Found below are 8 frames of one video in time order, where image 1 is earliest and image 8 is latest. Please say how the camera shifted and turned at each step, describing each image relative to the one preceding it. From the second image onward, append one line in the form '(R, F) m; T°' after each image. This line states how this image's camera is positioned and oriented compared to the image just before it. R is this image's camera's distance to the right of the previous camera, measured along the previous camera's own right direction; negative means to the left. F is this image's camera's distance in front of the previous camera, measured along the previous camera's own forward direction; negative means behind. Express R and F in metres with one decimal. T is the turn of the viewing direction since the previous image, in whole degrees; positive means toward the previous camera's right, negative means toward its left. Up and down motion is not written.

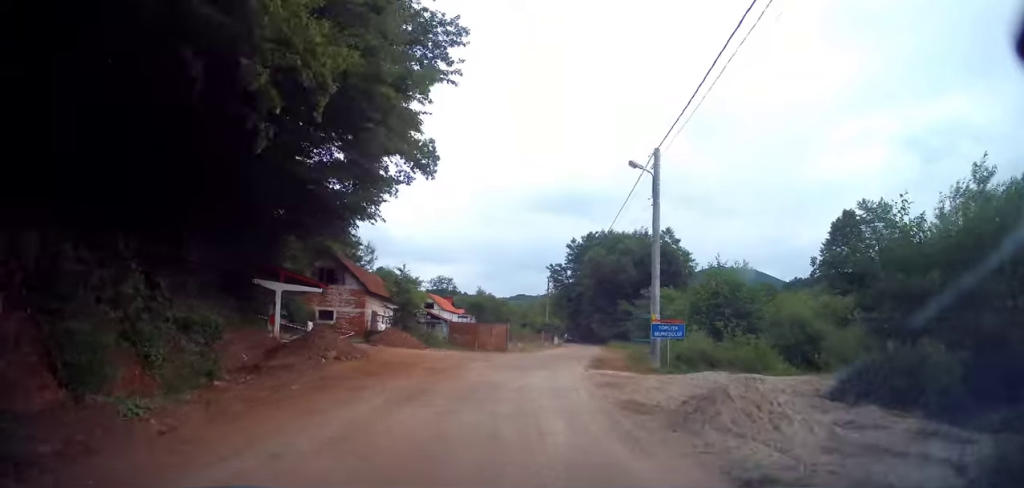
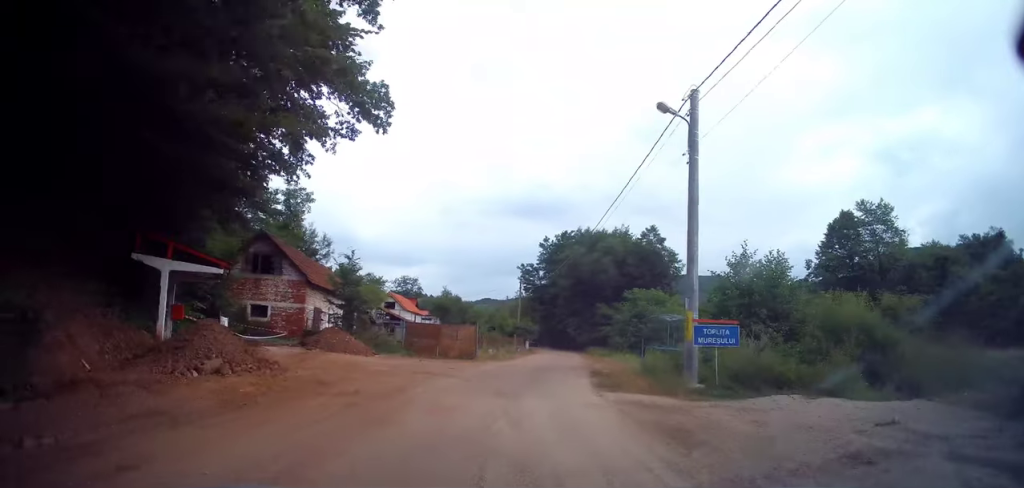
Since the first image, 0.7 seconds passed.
(+0.1, +6.6) m; +2°
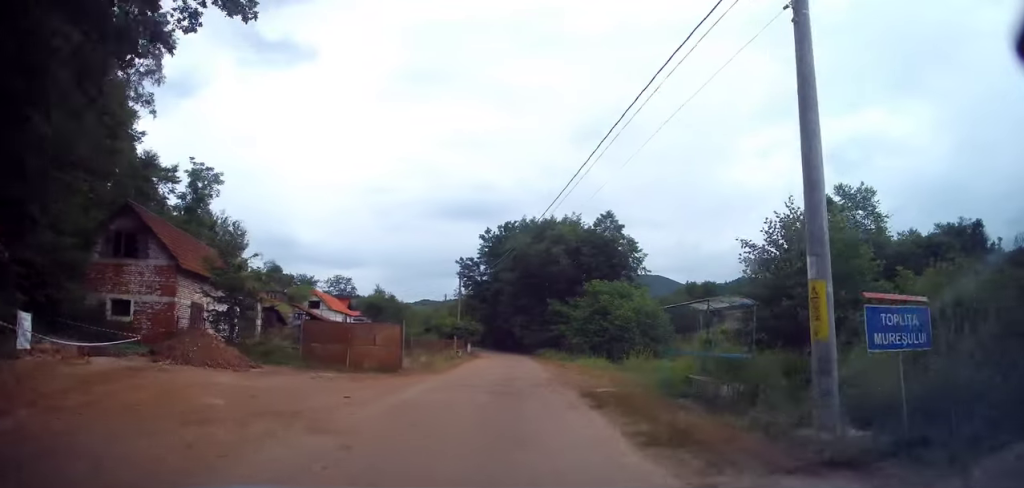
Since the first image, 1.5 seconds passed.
(+0.3, +8.2) m; +5°
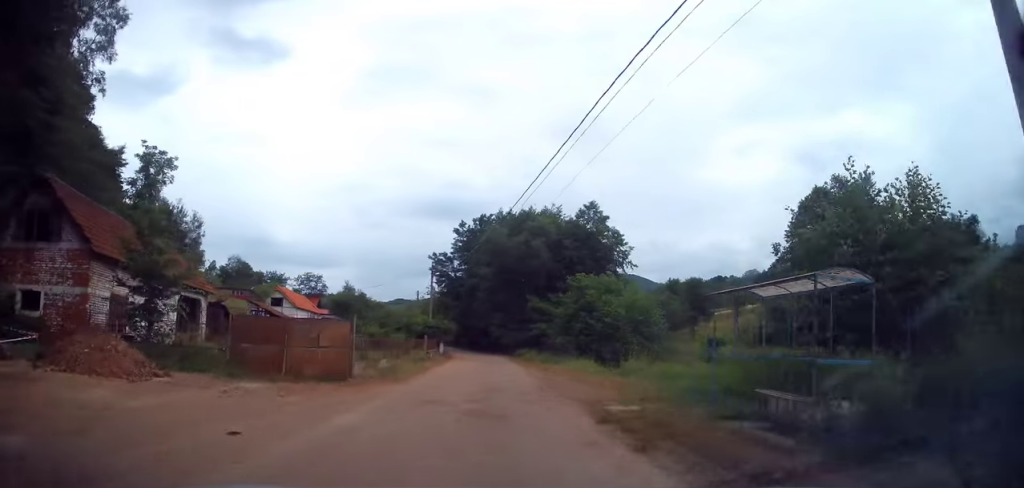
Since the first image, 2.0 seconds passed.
(0.0, +4.3) m; +3°
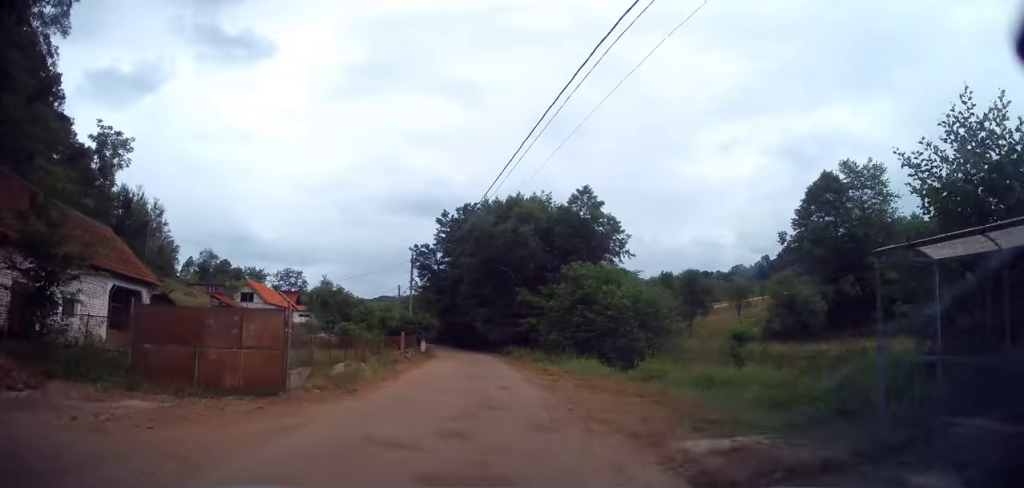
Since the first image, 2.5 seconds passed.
(+0.4, +4.5) m; +1°
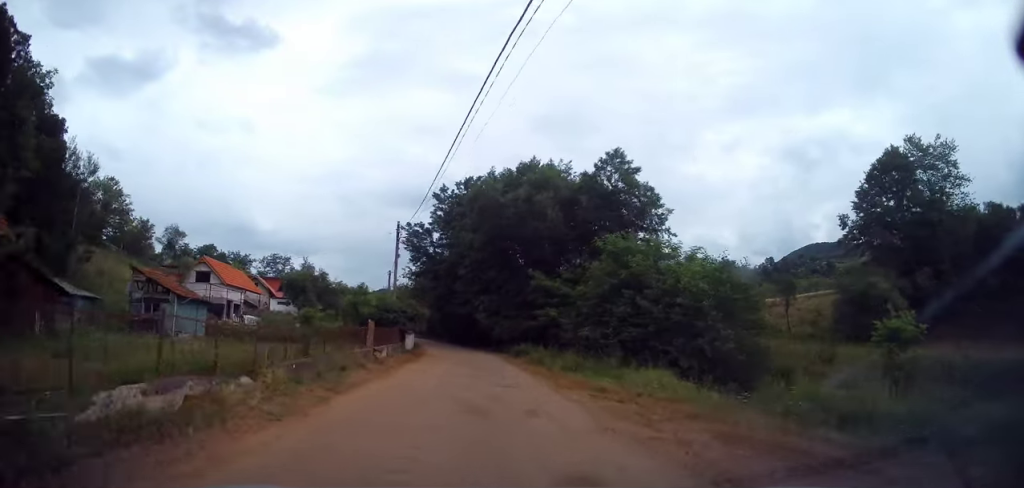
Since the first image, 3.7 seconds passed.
(0.0, +10.4) m; -1°
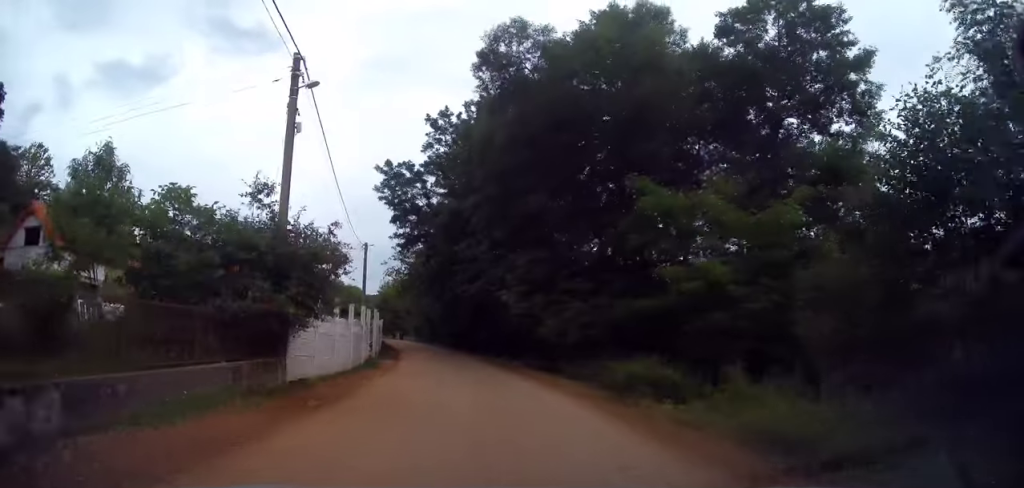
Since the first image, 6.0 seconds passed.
(+0.6, +21.4) m; +2°
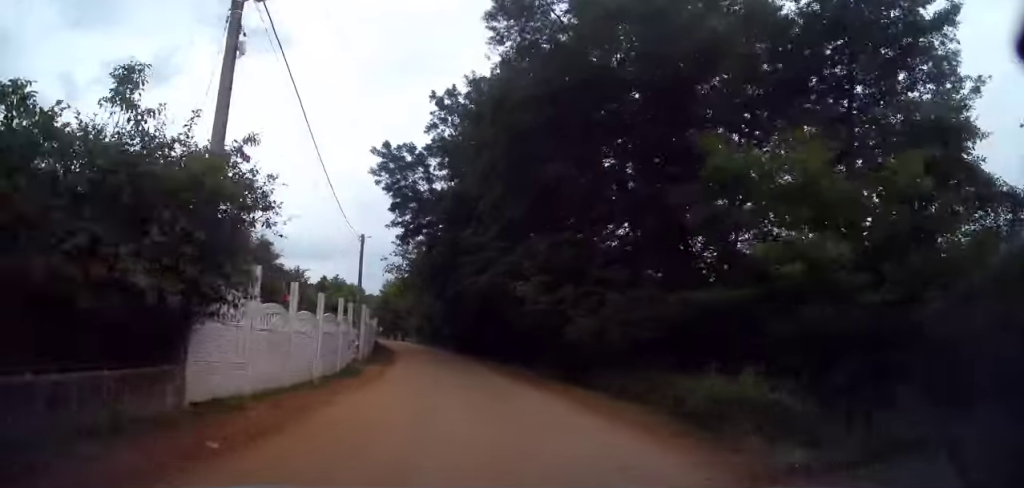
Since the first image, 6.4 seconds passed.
(-0.1, +3.9) m; -1°
